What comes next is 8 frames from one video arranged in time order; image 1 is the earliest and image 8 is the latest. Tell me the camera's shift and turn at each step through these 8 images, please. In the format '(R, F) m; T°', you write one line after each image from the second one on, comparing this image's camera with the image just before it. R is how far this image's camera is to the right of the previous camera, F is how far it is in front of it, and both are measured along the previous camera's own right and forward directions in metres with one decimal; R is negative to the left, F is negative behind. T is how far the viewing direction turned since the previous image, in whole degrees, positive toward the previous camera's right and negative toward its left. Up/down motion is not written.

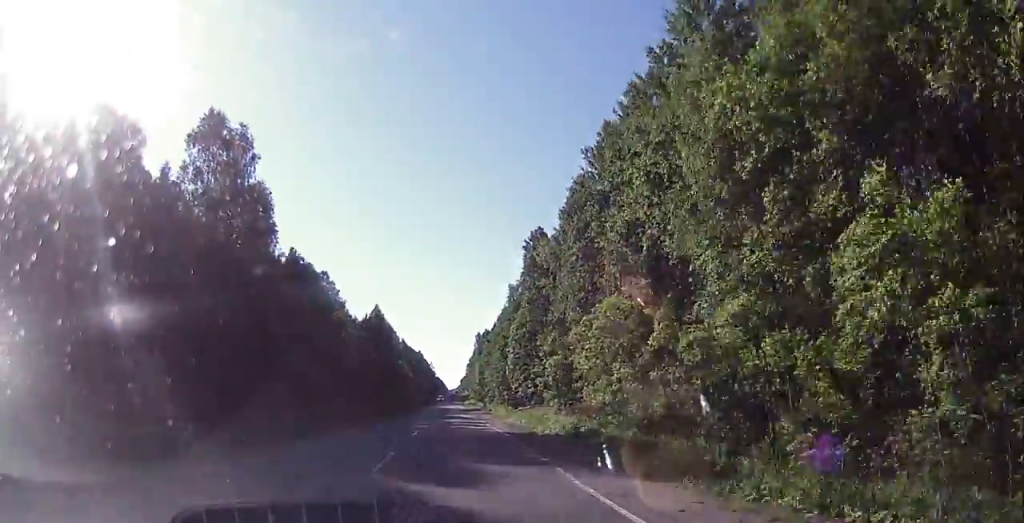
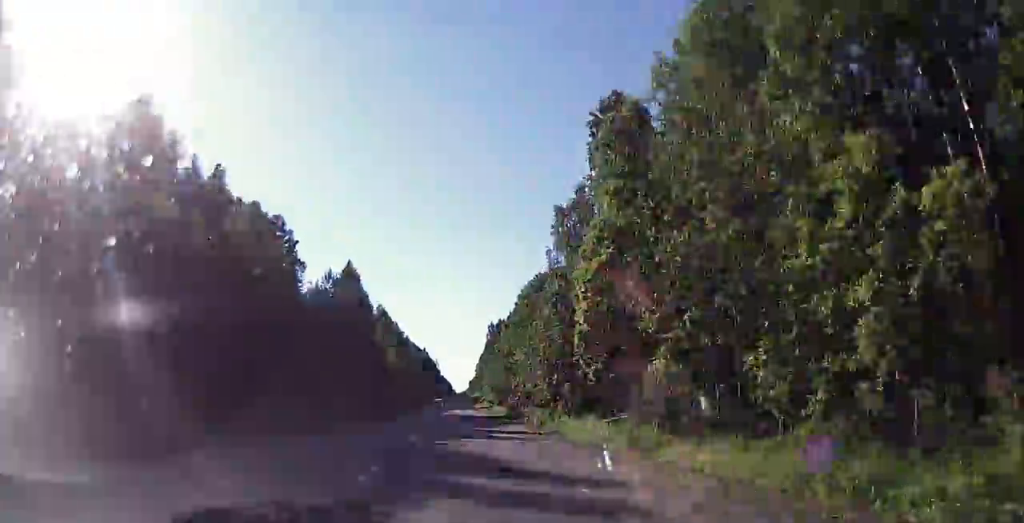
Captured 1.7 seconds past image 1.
(+0.3, +38.2) m; +1°
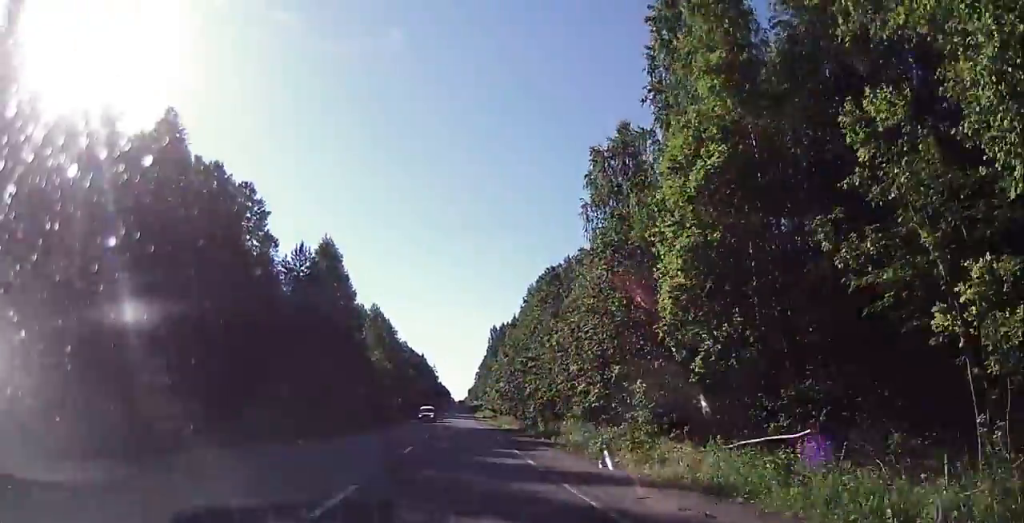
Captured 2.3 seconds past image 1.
(0.0, +14.6) m; 0°
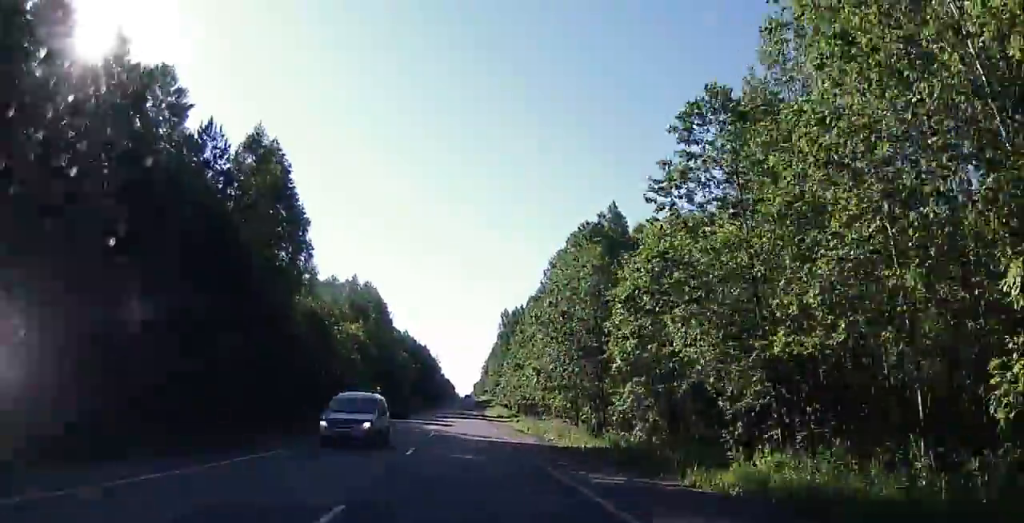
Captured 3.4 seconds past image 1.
(+0.2, +25.7) m; 0°
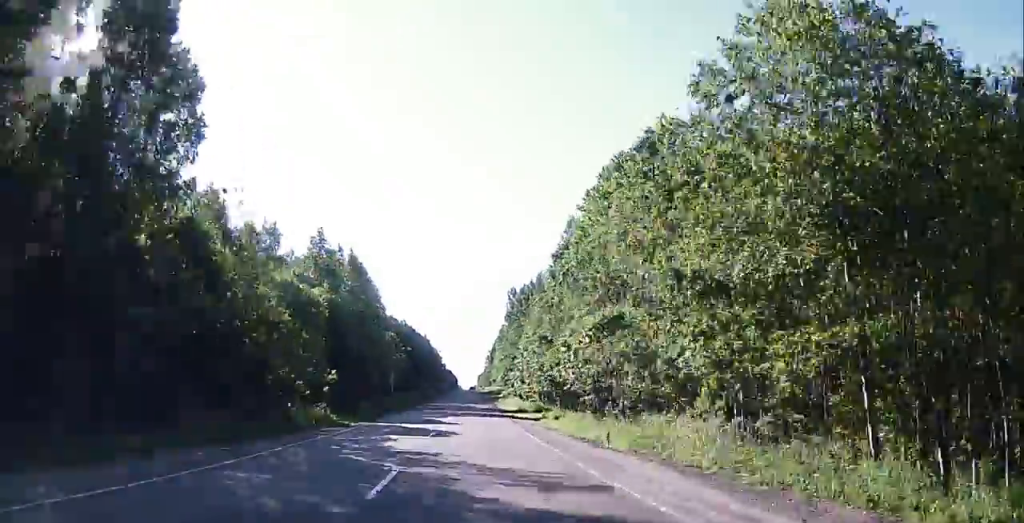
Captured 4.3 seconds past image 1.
(-0.1, +20.6) m; 0°
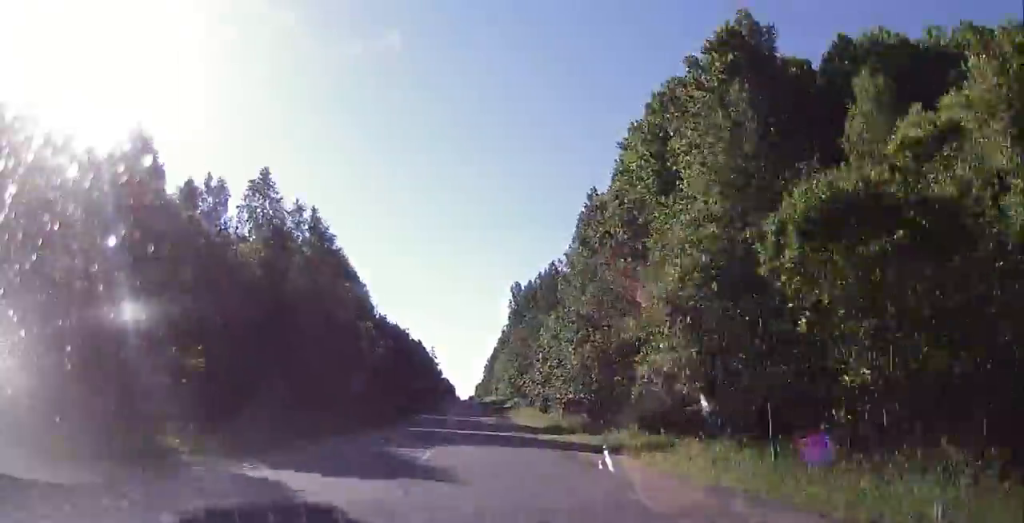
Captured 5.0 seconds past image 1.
(0.0, +18.7) m; -1°
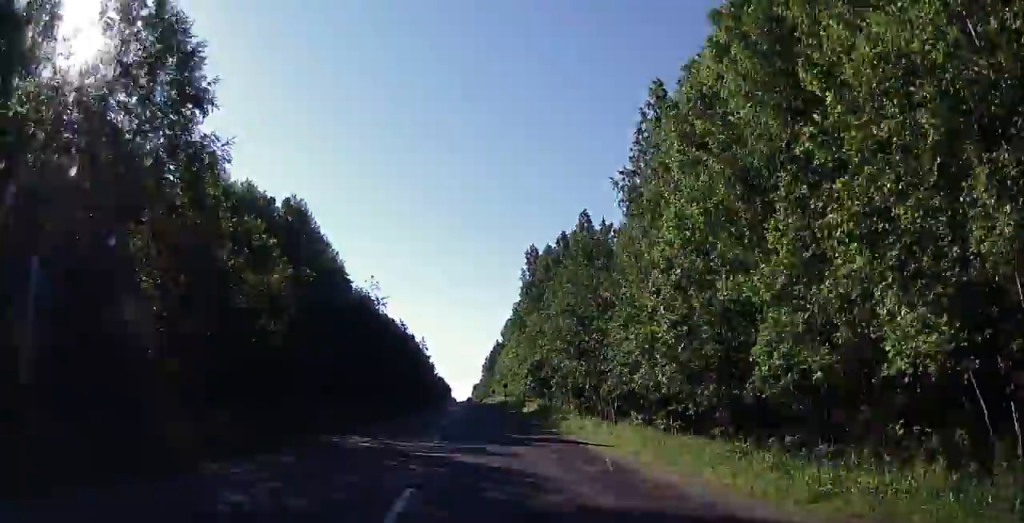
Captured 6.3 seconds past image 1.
(-0.5, +31.1) m; -2°
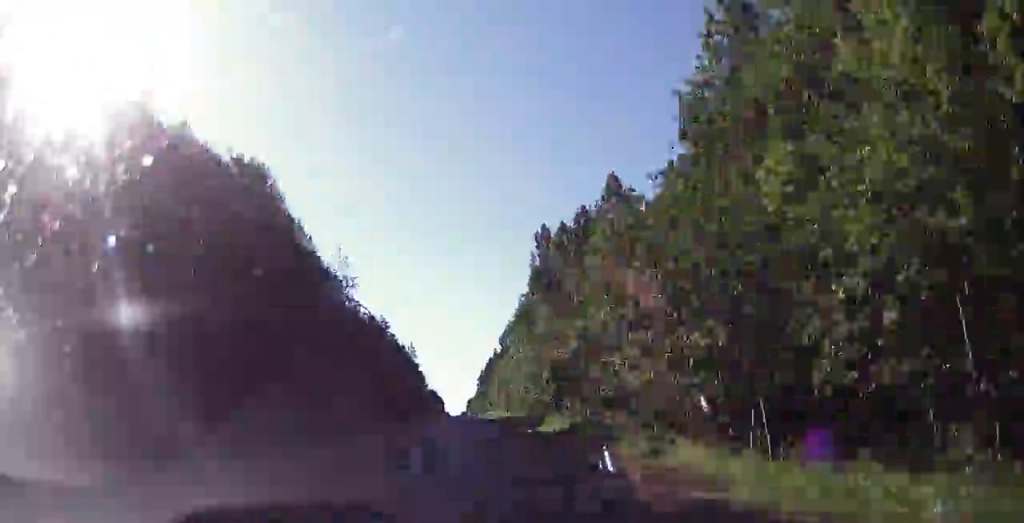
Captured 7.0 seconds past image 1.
(-0.1, +18.1) m; 0°
